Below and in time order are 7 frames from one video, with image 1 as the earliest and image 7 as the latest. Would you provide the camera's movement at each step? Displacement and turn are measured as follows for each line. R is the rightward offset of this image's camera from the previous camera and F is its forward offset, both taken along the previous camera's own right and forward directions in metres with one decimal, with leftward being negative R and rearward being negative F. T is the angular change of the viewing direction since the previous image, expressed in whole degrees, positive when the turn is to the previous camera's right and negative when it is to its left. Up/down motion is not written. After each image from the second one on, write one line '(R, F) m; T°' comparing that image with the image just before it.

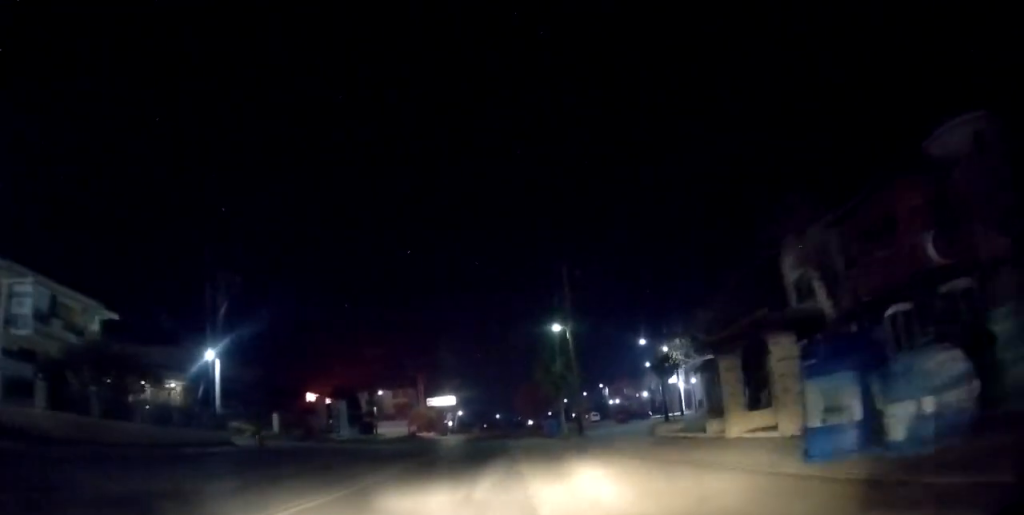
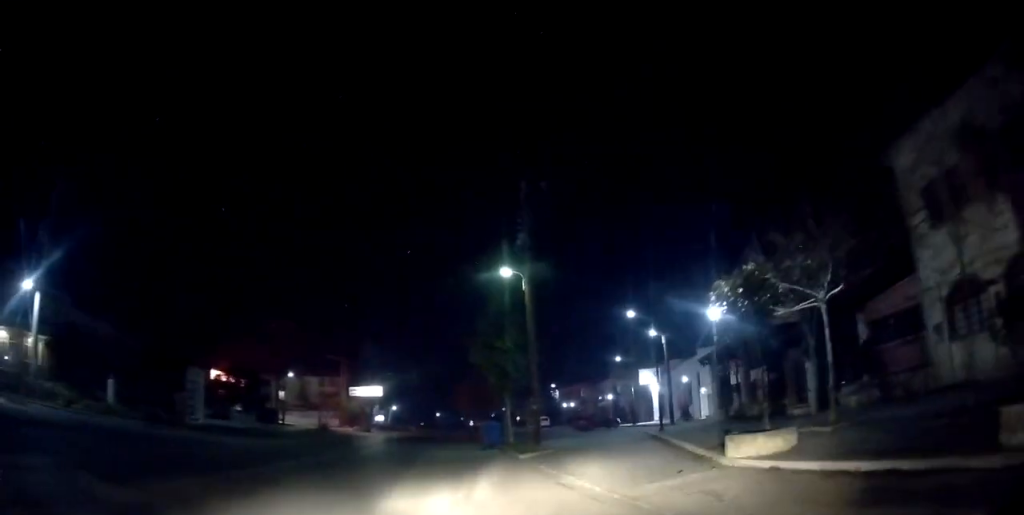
(+0.4, +14.5) m; +4°
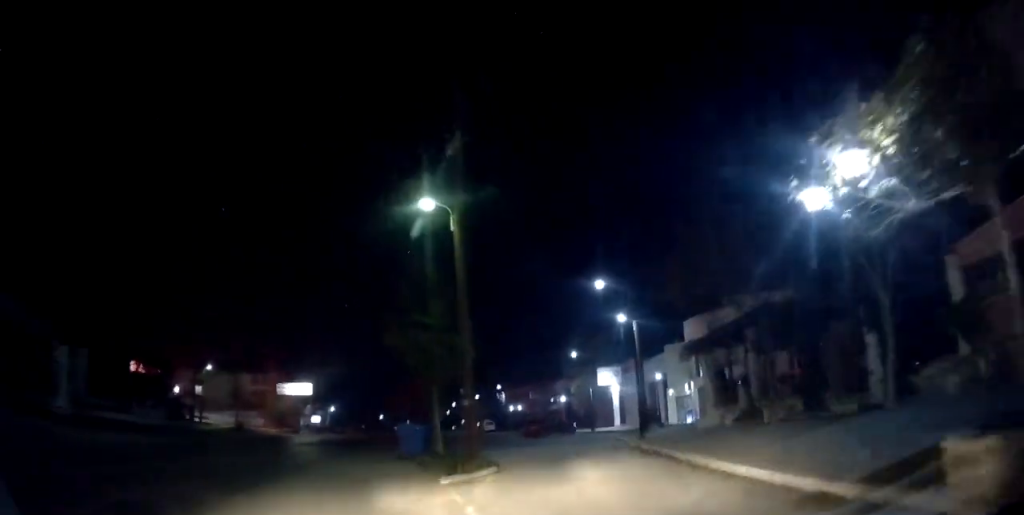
(+0.2, +7.9) m; +4°
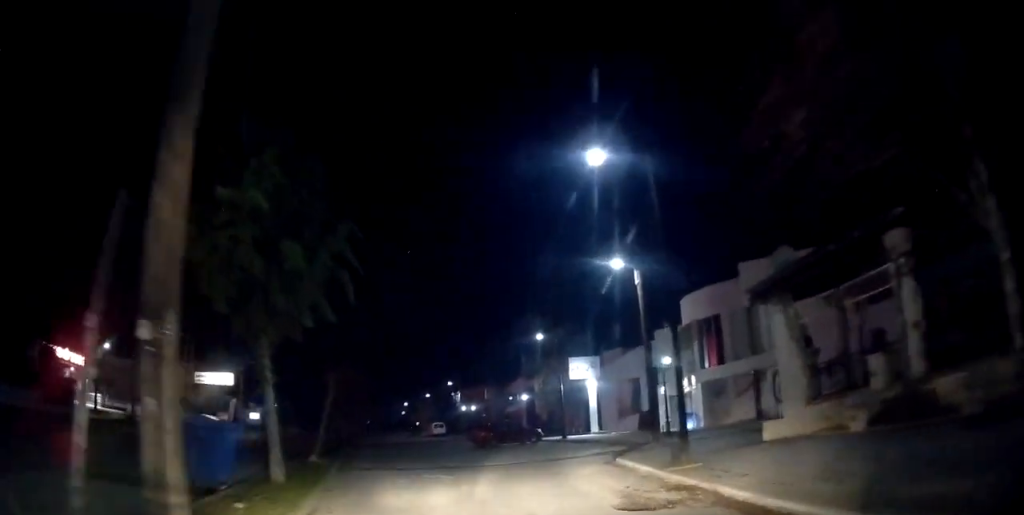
(+0.7, +11.0) m; +1°
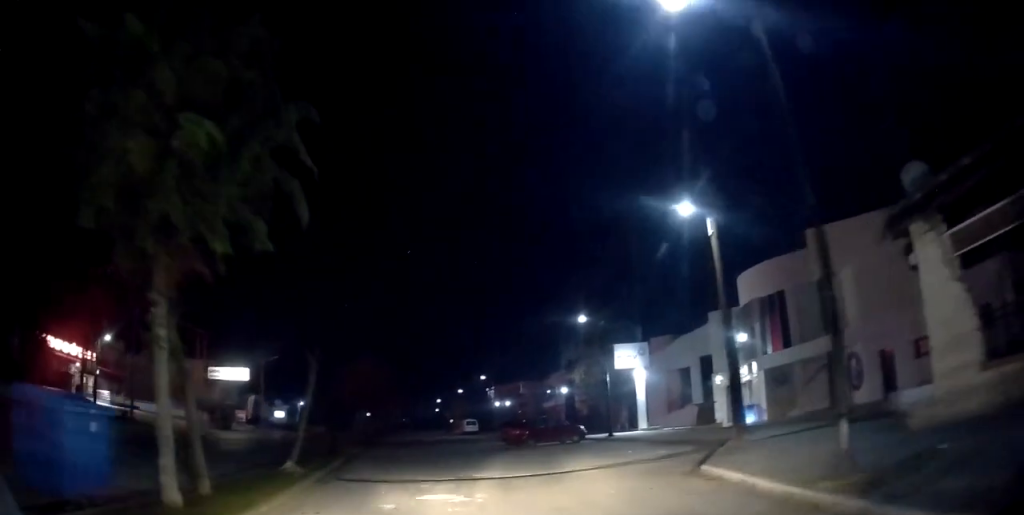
(+0.1, +3.4) m; -3°
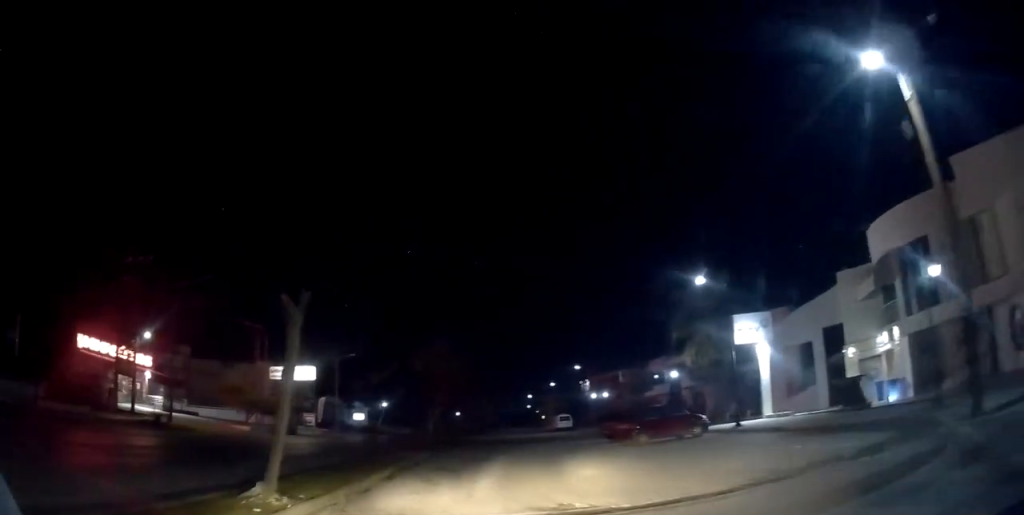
(-0.5, +4.2) m; -5°
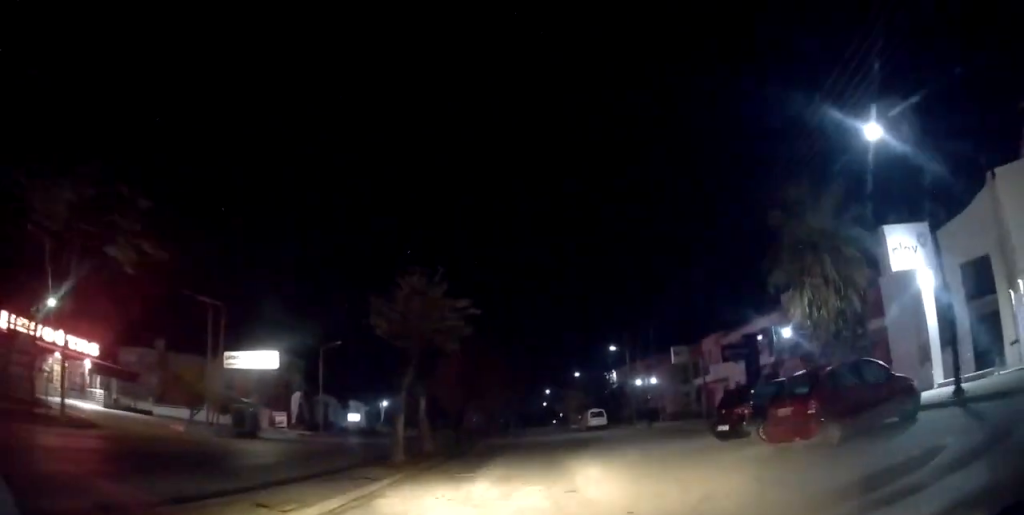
(-0.6, +13.5) m; -1°
